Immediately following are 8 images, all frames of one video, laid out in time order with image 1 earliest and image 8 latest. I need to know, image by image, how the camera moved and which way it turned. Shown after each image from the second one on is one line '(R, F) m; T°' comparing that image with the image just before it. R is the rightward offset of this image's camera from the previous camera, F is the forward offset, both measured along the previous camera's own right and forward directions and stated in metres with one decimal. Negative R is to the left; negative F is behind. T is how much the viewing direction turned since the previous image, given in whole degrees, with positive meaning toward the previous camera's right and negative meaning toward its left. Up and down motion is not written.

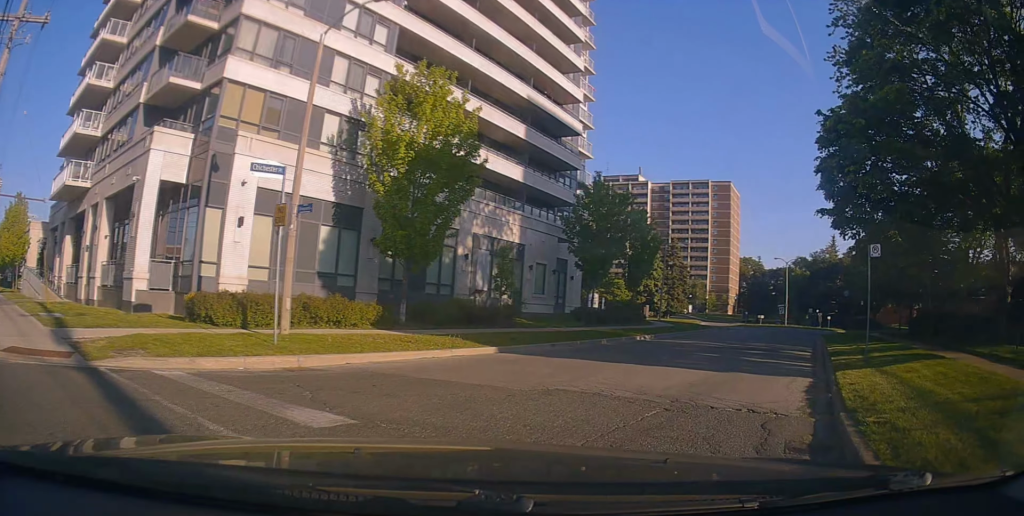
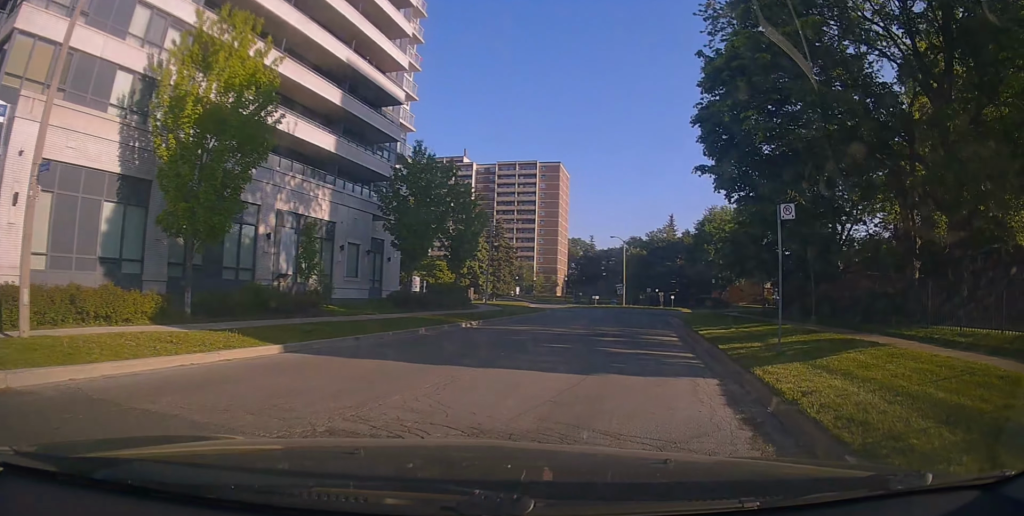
(+0.3, +3.7) m; +11°
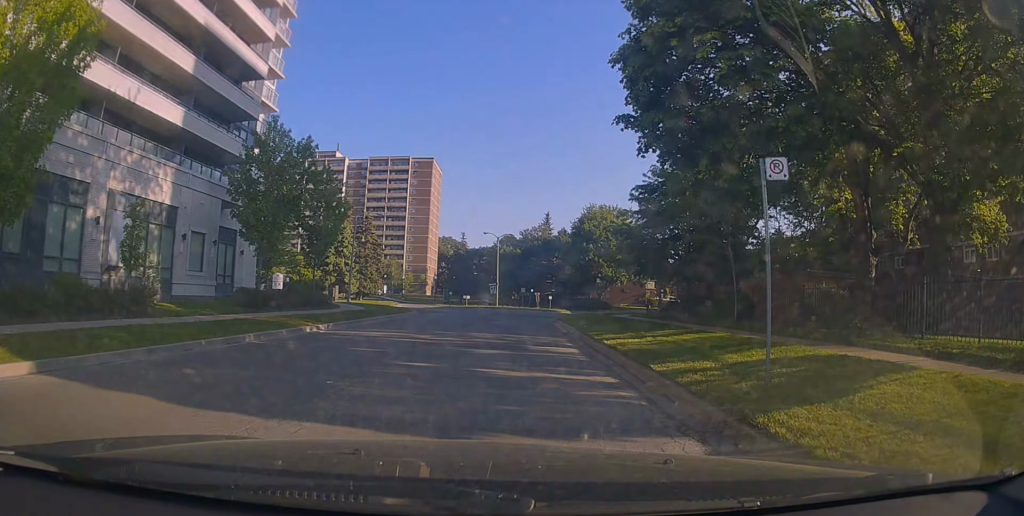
(+0.5, +4.1) m; +9°
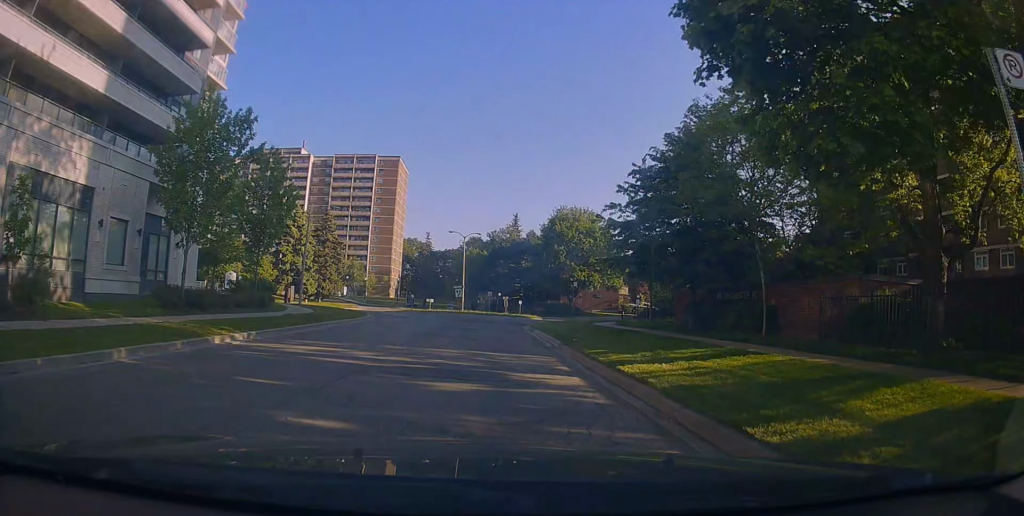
(+0.3, +4.3) m; +11°
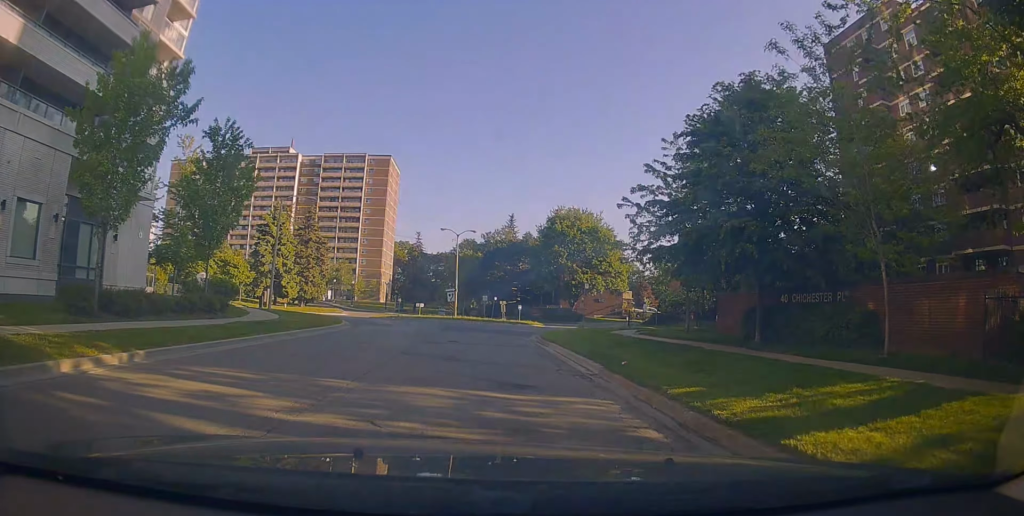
(+0.7, +5.2) m; +4°
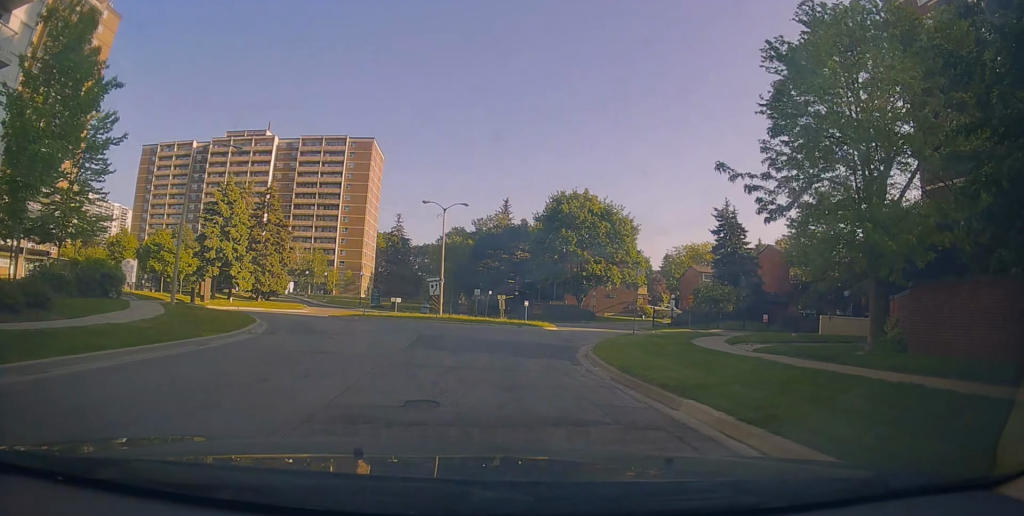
(-0.8, +11.1) m; -4°
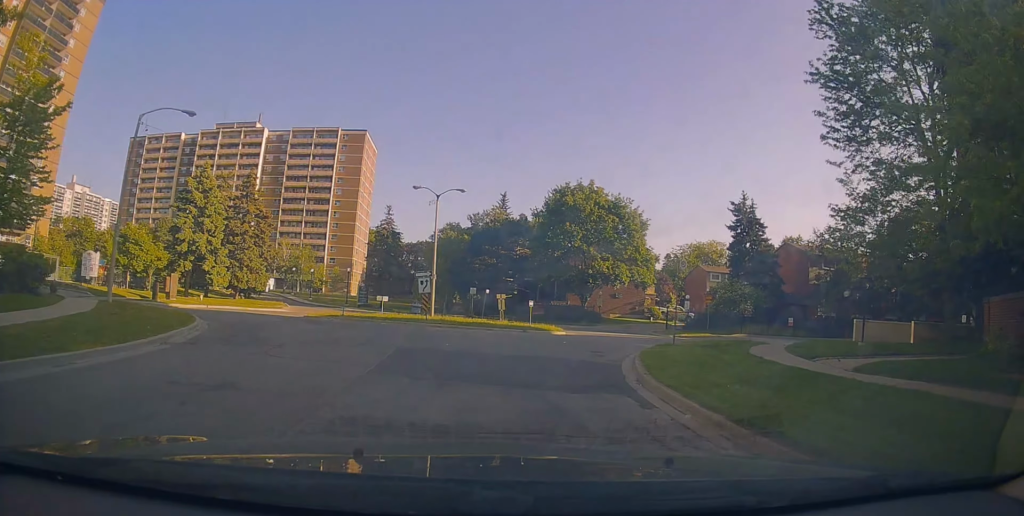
(+0.1, +4.6) m; +2°
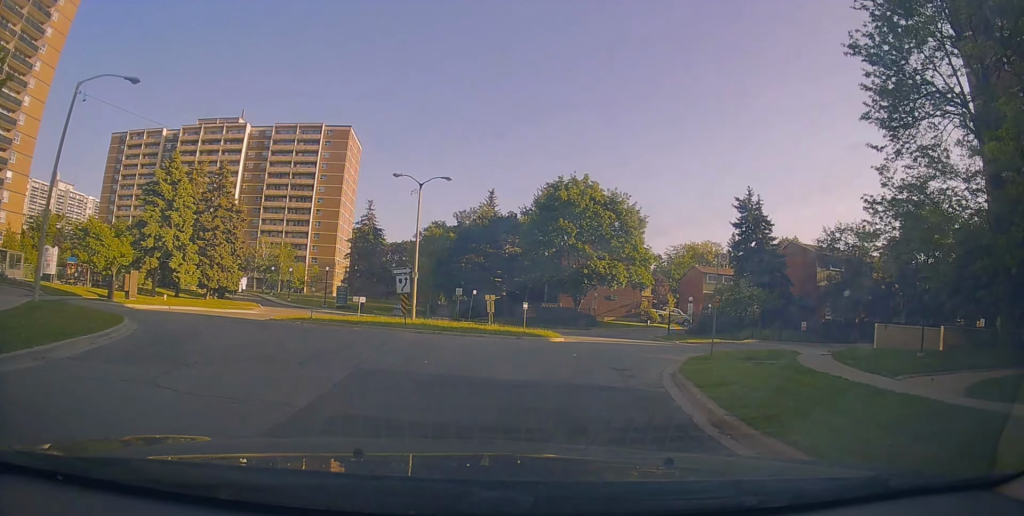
(+0.1, +3.9) m; +2°
